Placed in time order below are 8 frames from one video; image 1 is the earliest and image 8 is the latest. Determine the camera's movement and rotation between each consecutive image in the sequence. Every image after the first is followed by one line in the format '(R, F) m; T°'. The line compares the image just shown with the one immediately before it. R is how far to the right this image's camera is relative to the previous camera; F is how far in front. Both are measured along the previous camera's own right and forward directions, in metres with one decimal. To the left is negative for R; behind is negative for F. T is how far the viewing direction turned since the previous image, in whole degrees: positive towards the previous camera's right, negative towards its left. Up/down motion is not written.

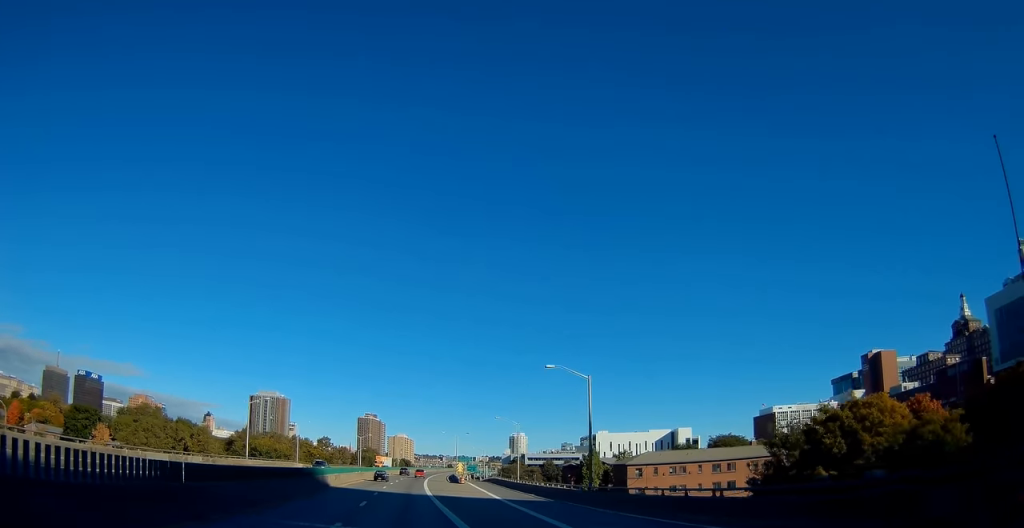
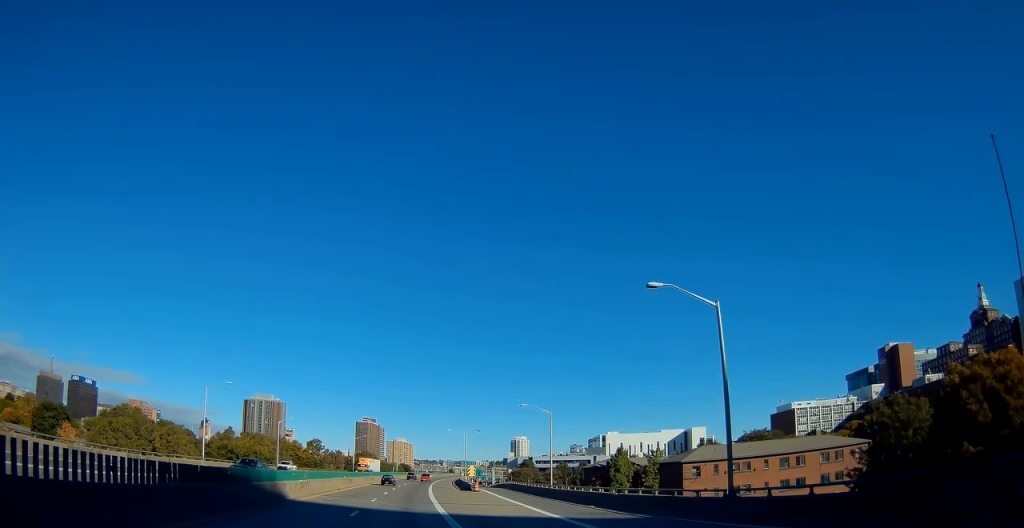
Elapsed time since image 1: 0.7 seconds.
(+0.1, +17.1) m; -1°
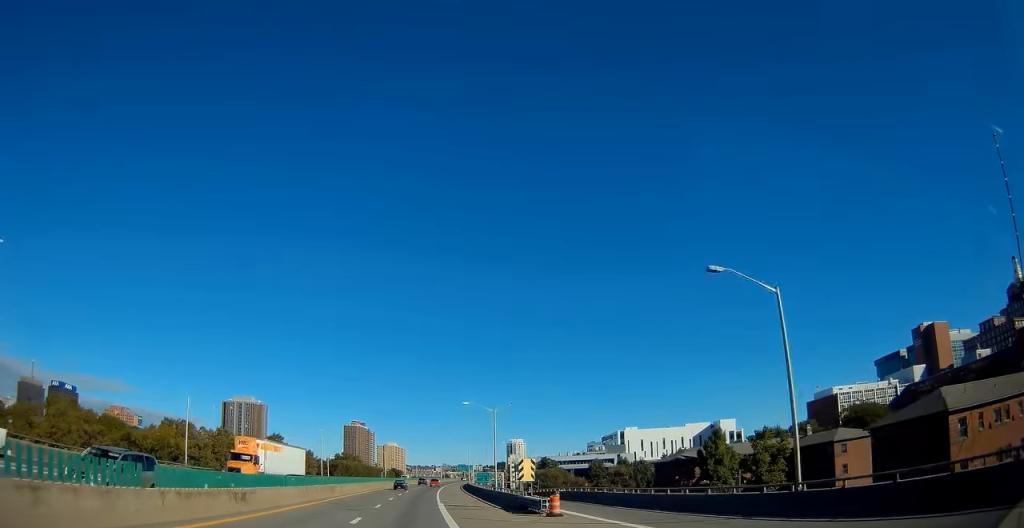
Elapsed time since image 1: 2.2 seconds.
(-0.5, +37.4) m; 0°
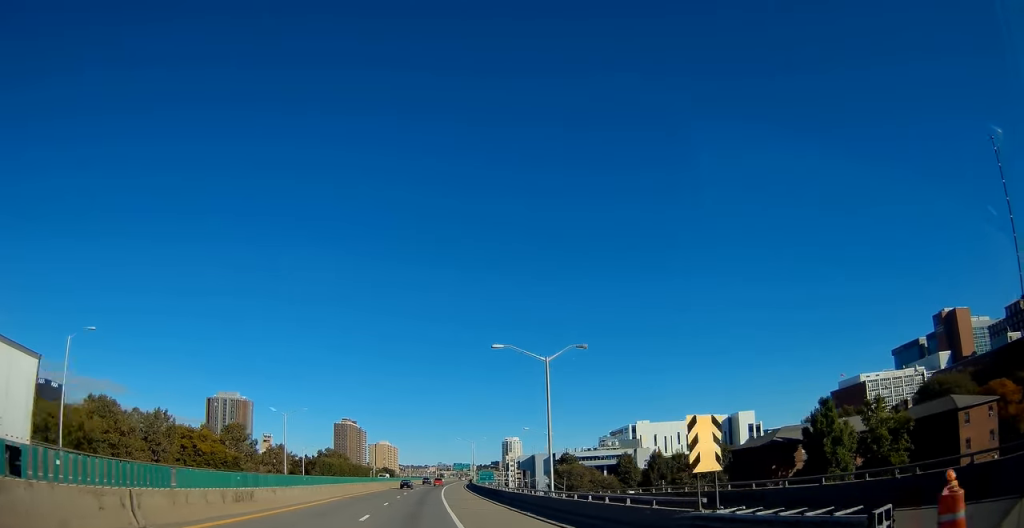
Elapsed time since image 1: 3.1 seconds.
(+0.1, +23.2) m; +1°
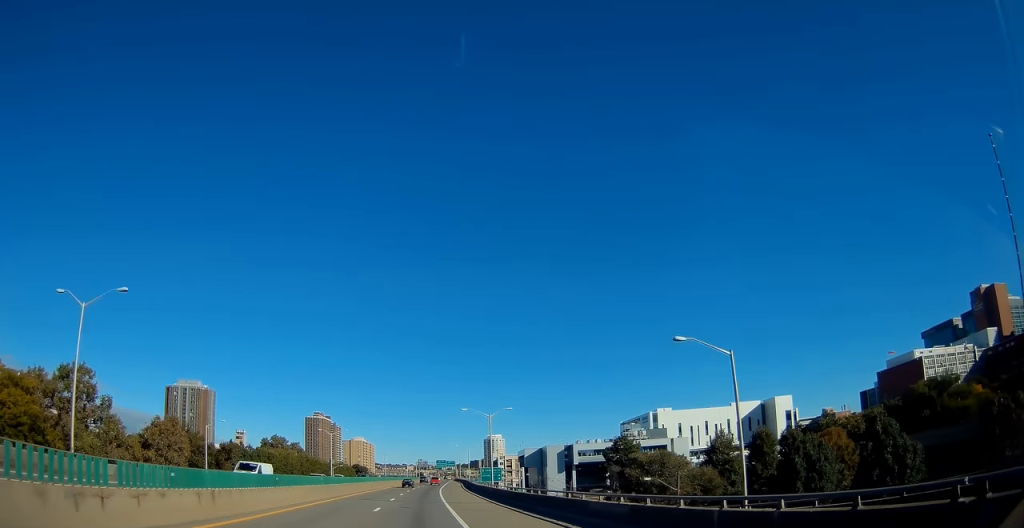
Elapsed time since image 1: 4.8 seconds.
(+0.5, +42.5) m; +1°
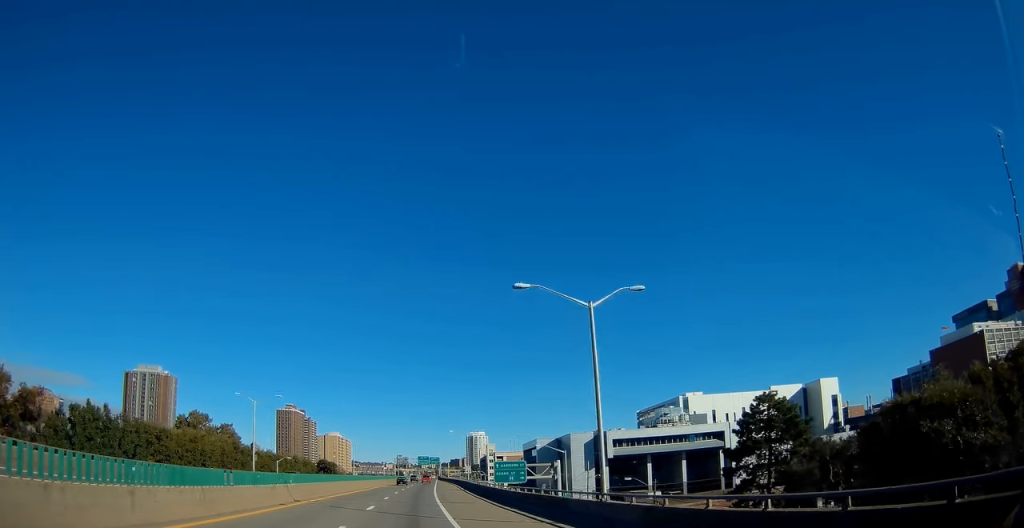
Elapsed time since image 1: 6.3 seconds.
(+0.8, +38.6) m; +2°
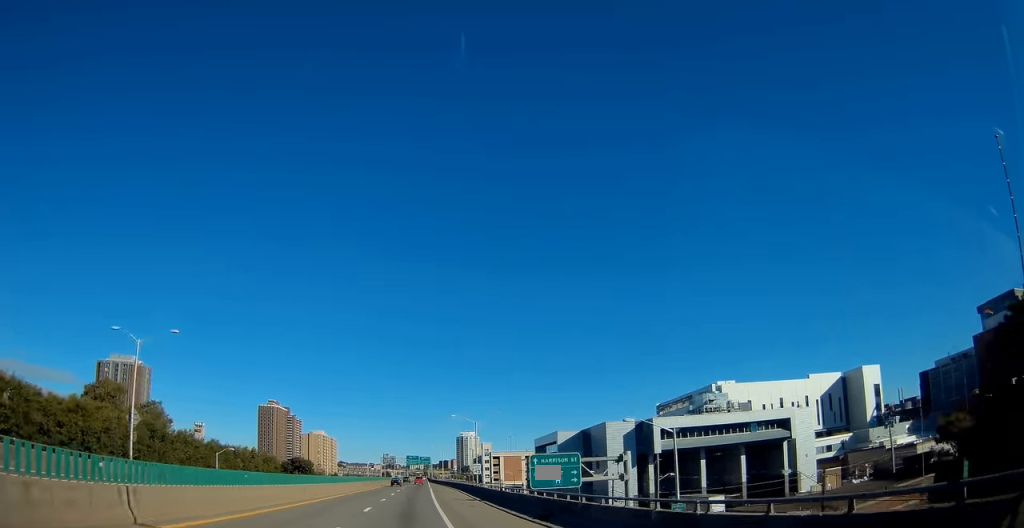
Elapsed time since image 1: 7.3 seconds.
(+0.3, +25.7) m; +2°
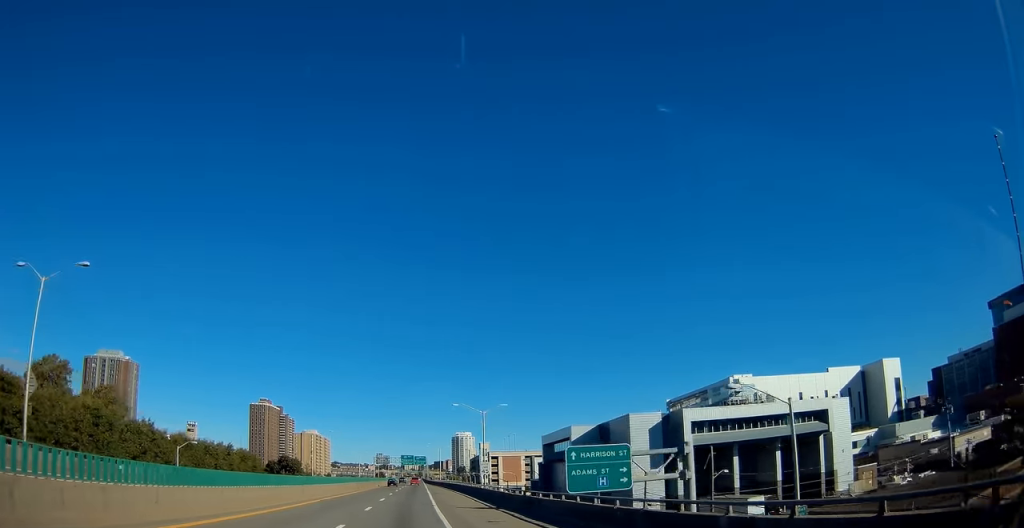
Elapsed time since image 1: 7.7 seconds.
(0.0, +11.3) m; +1°
